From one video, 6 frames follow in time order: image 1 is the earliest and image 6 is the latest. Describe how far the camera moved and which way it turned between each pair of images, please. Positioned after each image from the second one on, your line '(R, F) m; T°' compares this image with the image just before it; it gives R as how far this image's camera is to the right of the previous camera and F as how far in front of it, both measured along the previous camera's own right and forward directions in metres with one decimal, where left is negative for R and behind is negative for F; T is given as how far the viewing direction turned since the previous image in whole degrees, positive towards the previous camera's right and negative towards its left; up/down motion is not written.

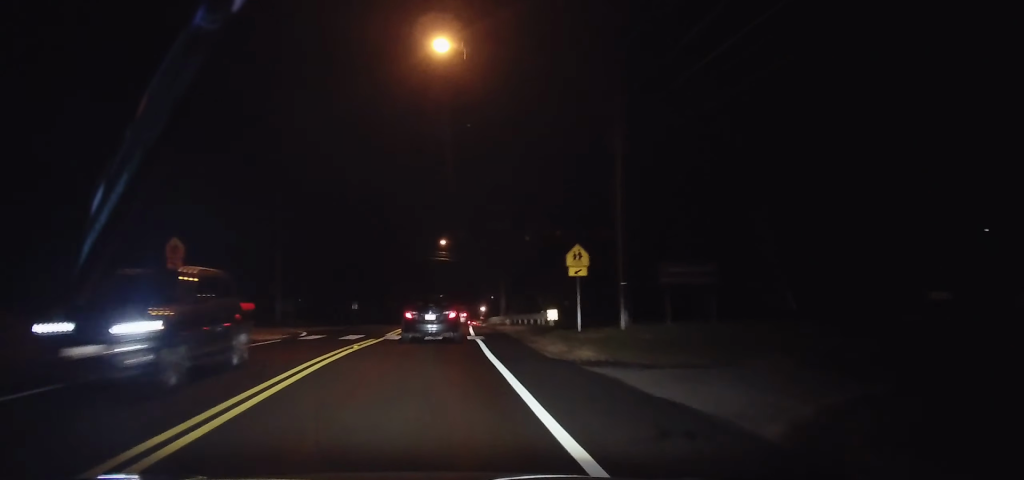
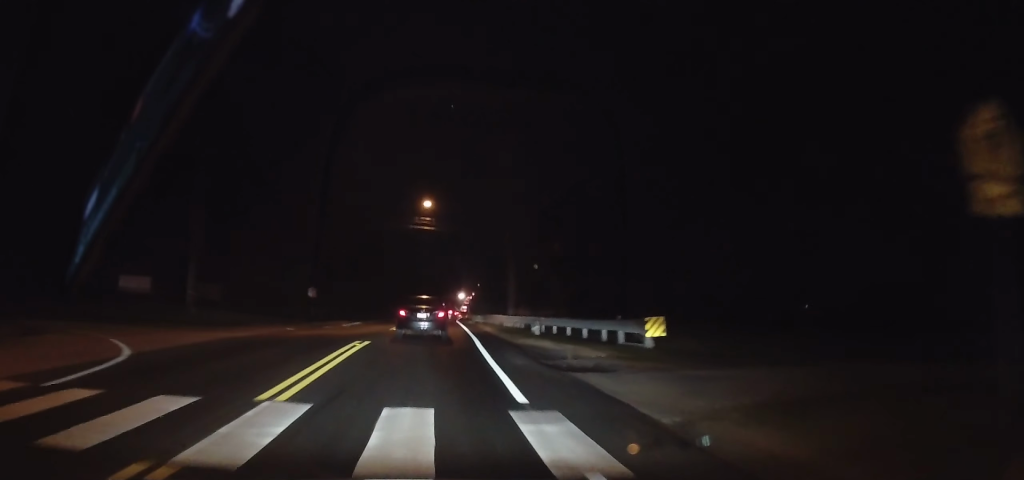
(+0.1, +17.3) m; 0°
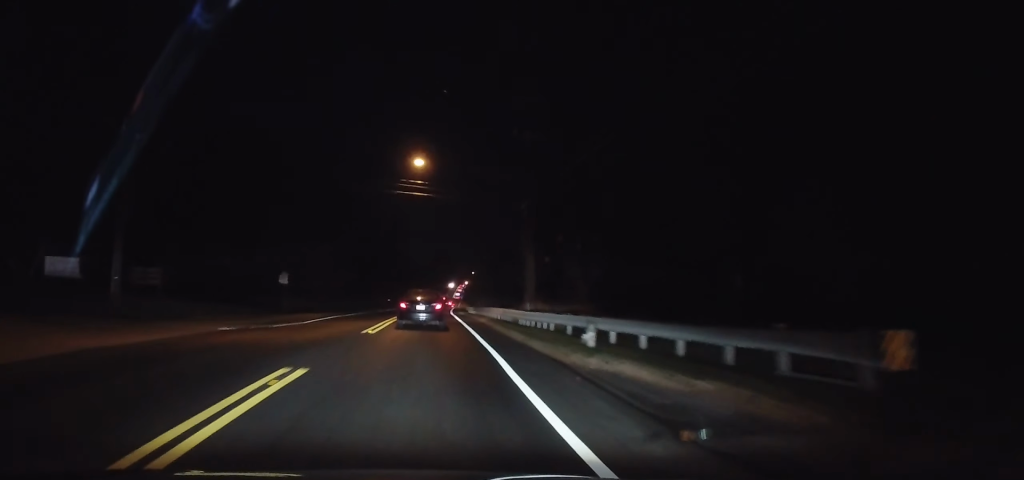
(-0.1, +9.6) m; +2°
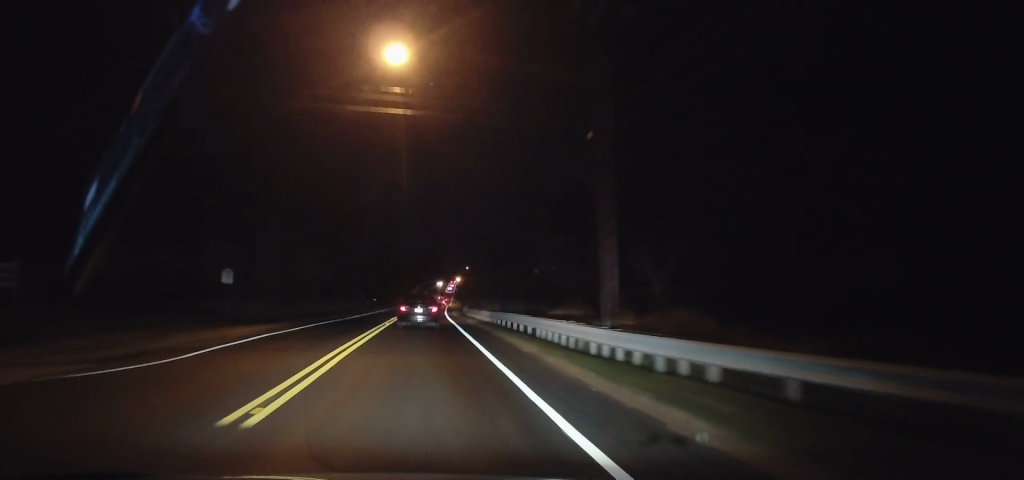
(+0.6, +13.7) m; +3°
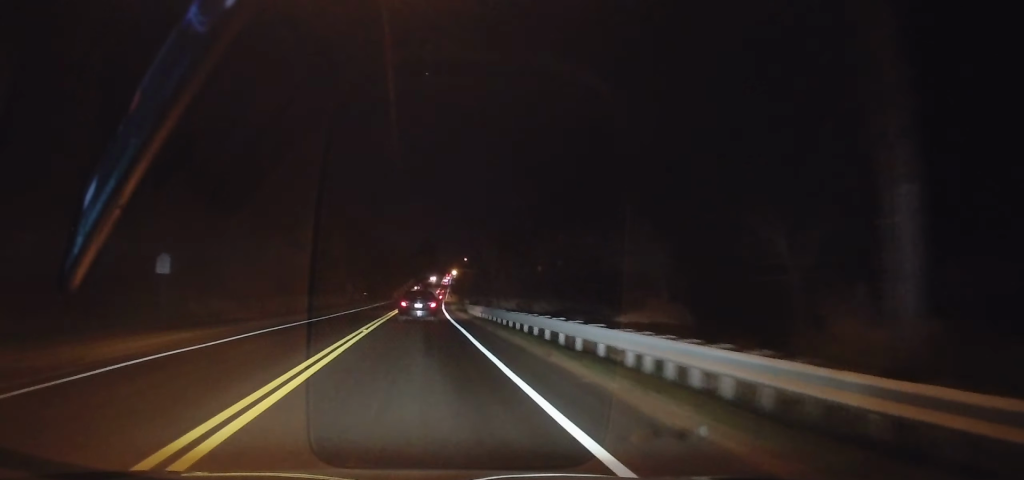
(-0.1, +10.2) m; -1°
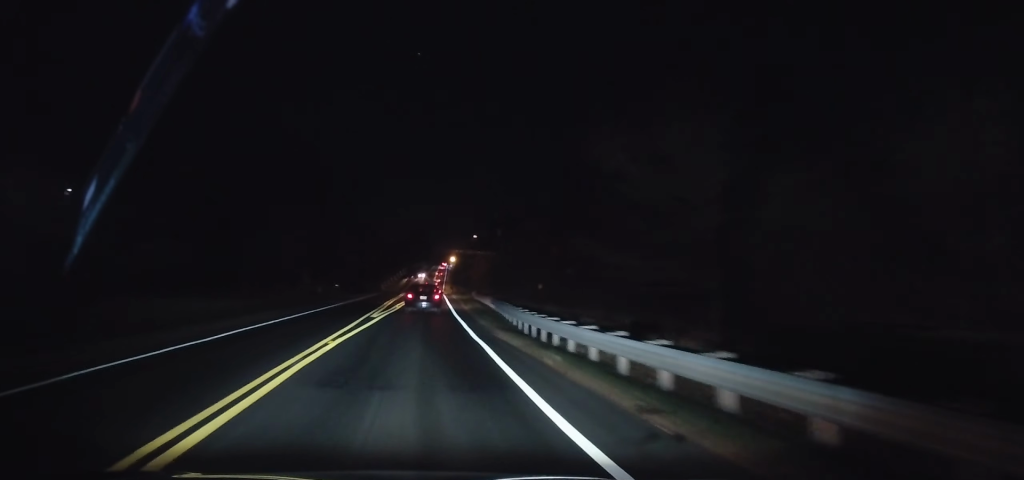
(+0.7, +31.2) m; +1°
